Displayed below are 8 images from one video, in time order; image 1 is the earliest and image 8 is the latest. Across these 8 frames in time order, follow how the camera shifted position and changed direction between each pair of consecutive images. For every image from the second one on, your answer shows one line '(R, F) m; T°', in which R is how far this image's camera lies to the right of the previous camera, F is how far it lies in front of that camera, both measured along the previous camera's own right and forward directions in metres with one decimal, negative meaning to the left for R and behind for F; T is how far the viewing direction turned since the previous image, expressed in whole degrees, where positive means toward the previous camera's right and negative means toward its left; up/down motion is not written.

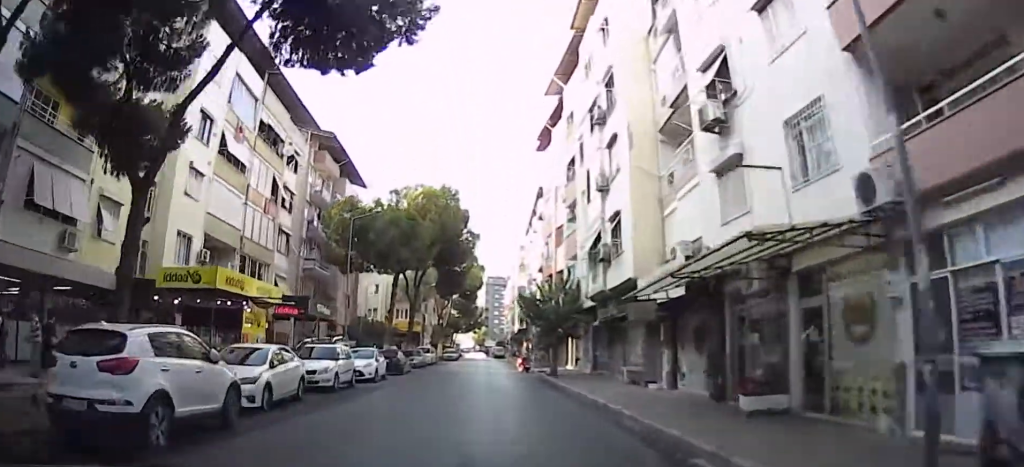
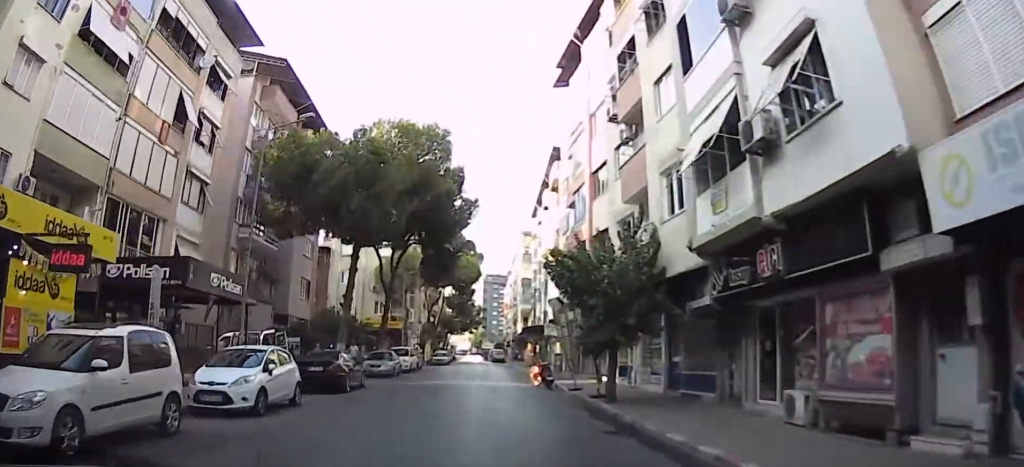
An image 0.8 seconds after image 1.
(0.0, +11.4) m; 0°
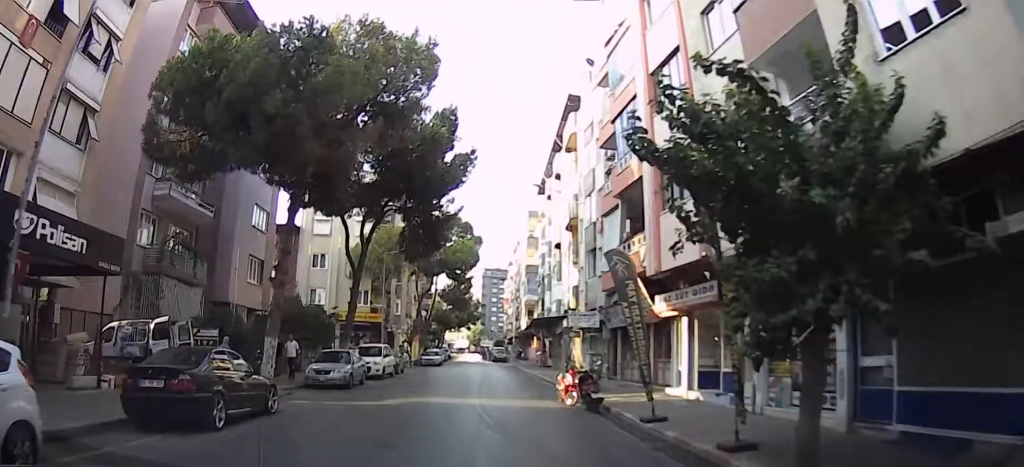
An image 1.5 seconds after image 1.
(0.0, +9.0) m; 0°
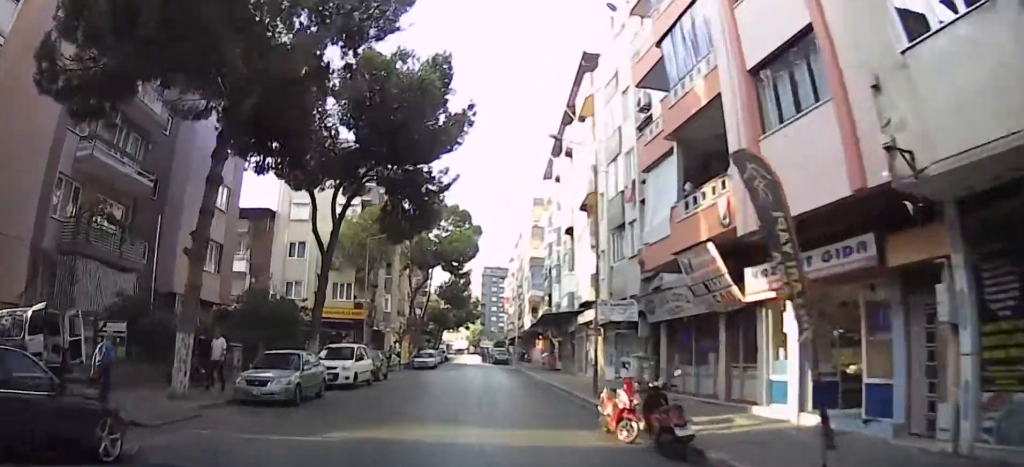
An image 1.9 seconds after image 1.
(0.0, +5.7) m; 0°
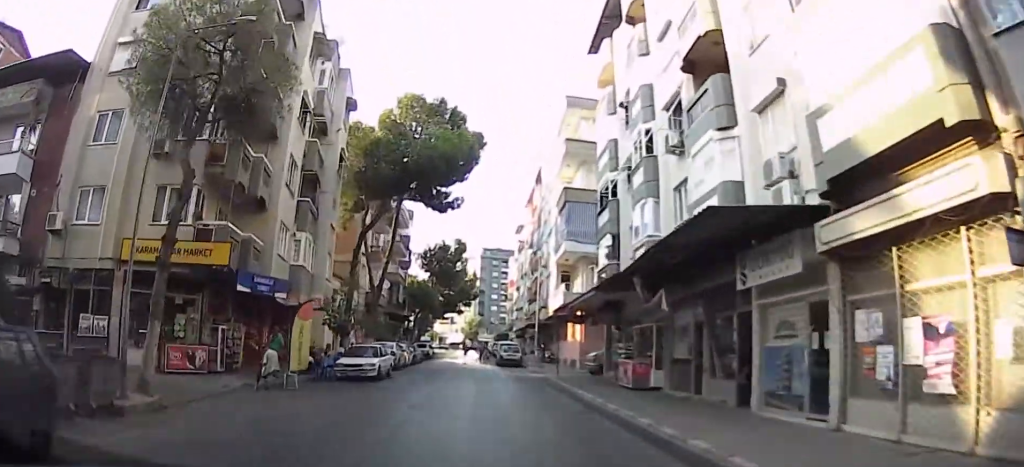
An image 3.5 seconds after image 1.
(0.0, +23.4) m; 0°
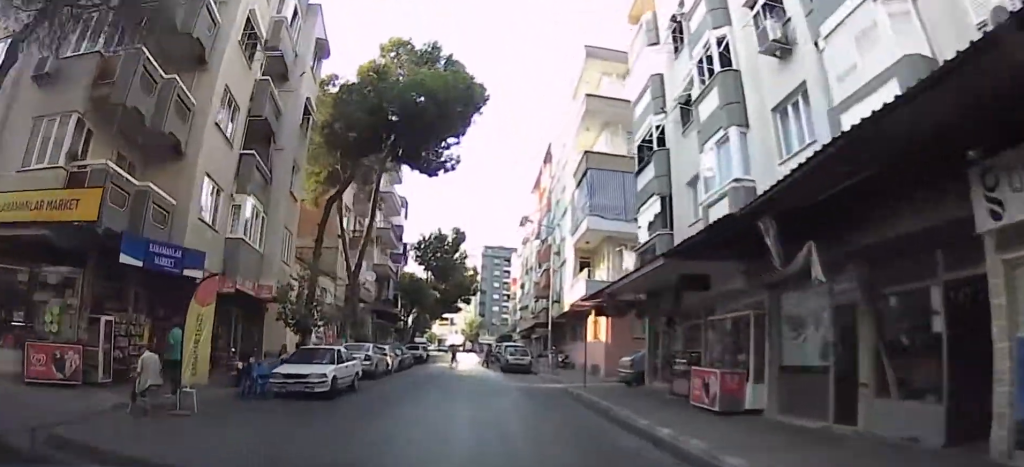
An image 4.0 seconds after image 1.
(0.0, +6.6) m; 0°
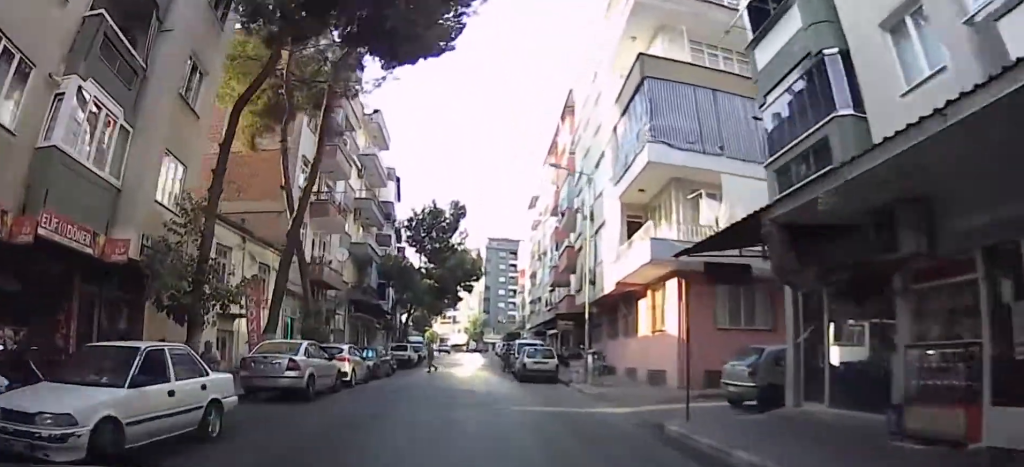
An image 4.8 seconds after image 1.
(0.0, +9.5) m; 0°
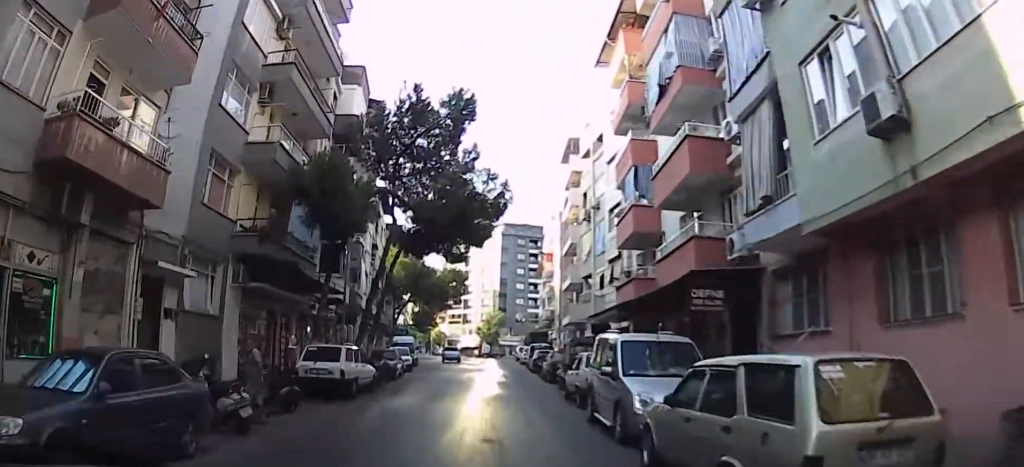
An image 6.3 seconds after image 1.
(+0.6, +19.2) m; +3°
